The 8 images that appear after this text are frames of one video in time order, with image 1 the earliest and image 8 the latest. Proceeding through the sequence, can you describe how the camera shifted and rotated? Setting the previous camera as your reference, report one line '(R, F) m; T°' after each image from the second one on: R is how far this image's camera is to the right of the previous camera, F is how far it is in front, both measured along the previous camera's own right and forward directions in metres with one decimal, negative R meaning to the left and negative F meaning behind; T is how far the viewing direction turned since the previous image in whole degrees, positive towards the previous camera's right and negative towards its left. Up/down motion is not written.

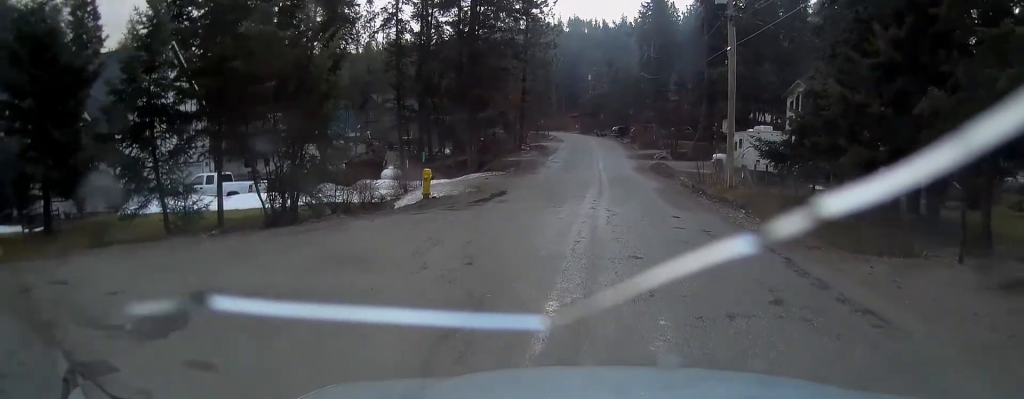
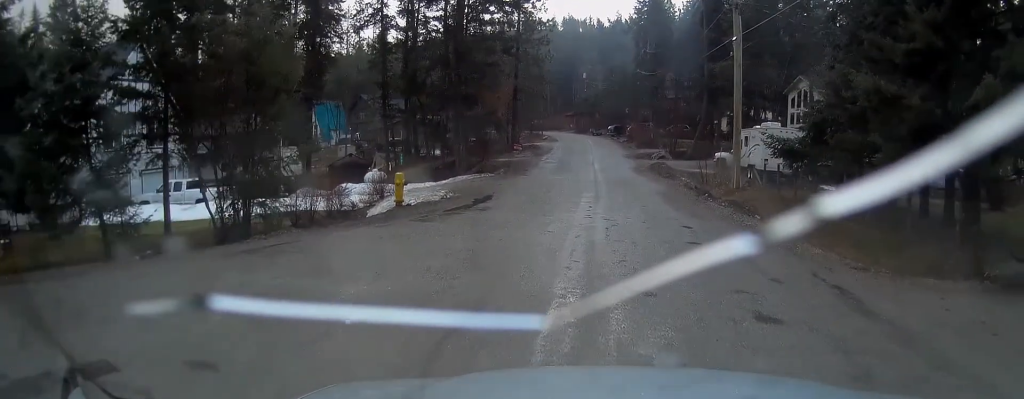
(0.0, +2.4) m; 0°
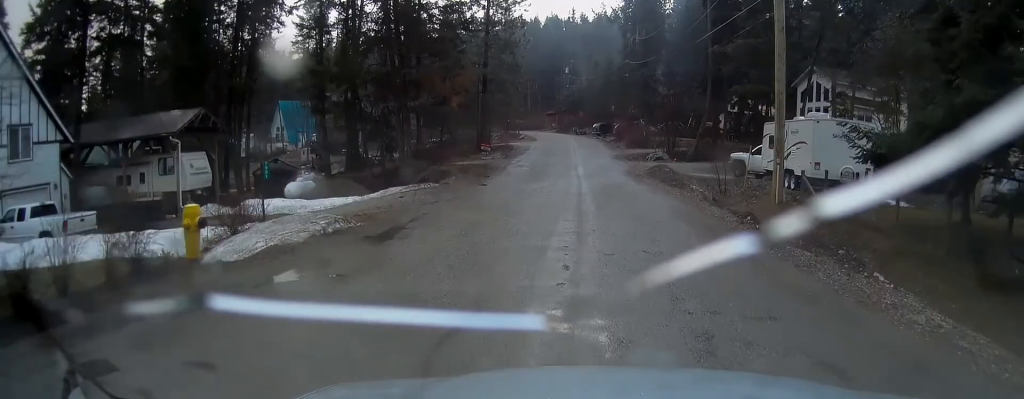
(0.0, +9.0) m; 0°
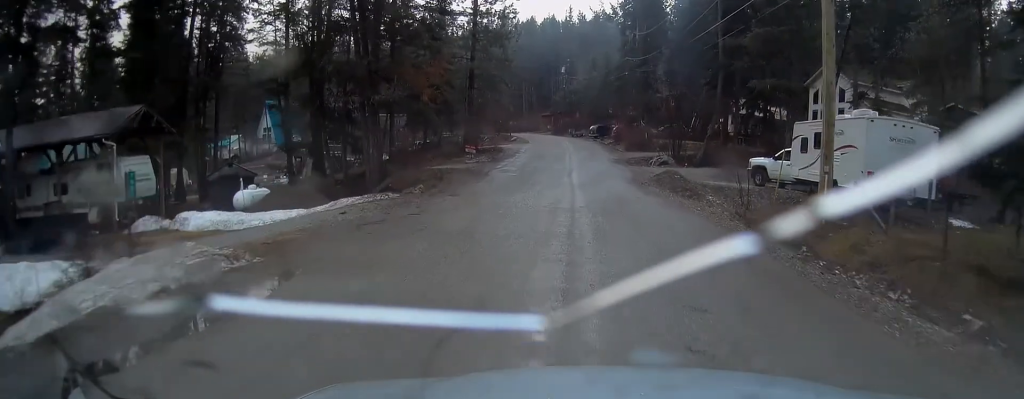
(0.0, +4.6) m; 0°
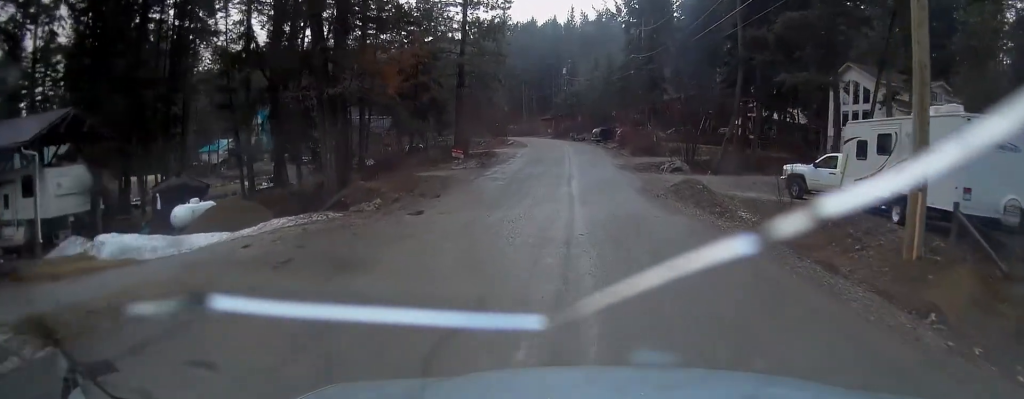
(0.0, +4.8) m; +3°
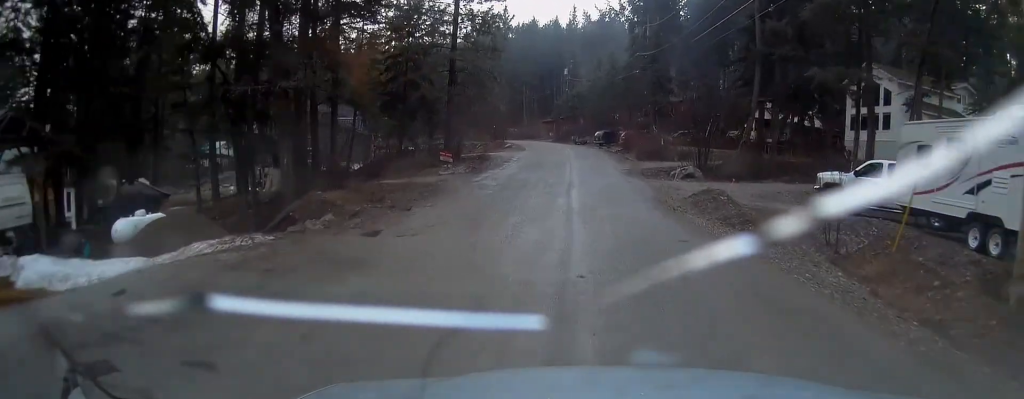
(+0.1, +3.5) m; +1°
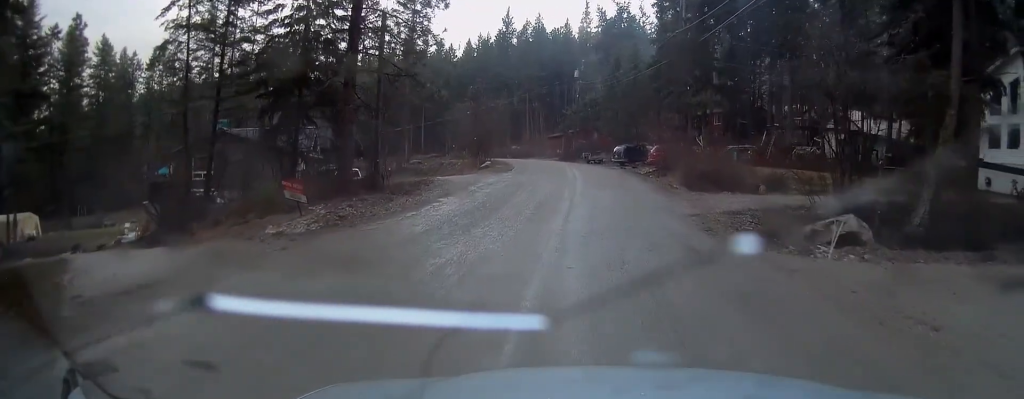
(-0.6, +18.4) m; -4°
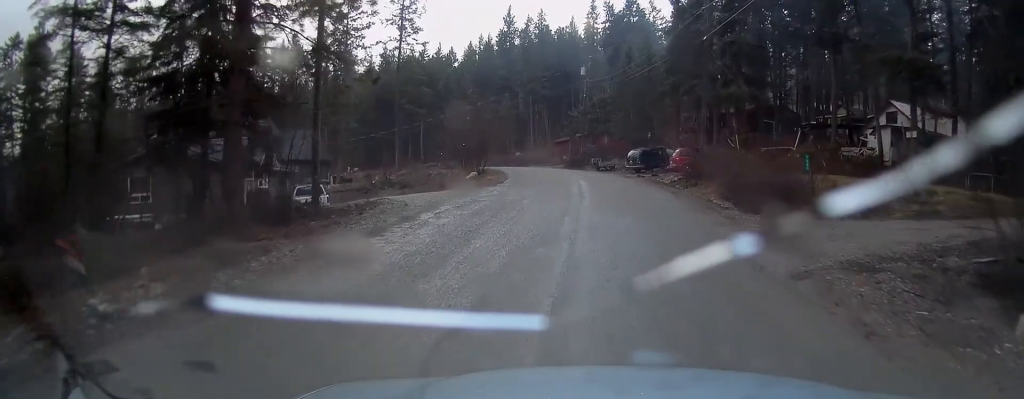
(0.0, +7.6) m; 0°
